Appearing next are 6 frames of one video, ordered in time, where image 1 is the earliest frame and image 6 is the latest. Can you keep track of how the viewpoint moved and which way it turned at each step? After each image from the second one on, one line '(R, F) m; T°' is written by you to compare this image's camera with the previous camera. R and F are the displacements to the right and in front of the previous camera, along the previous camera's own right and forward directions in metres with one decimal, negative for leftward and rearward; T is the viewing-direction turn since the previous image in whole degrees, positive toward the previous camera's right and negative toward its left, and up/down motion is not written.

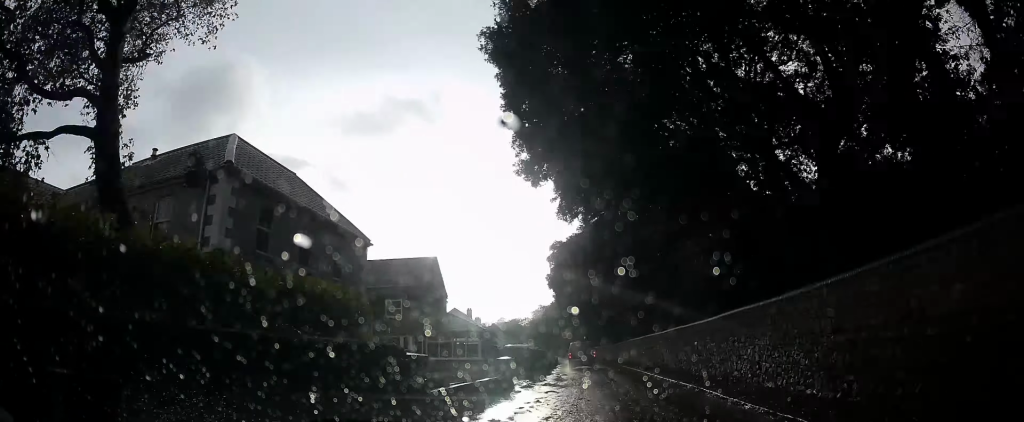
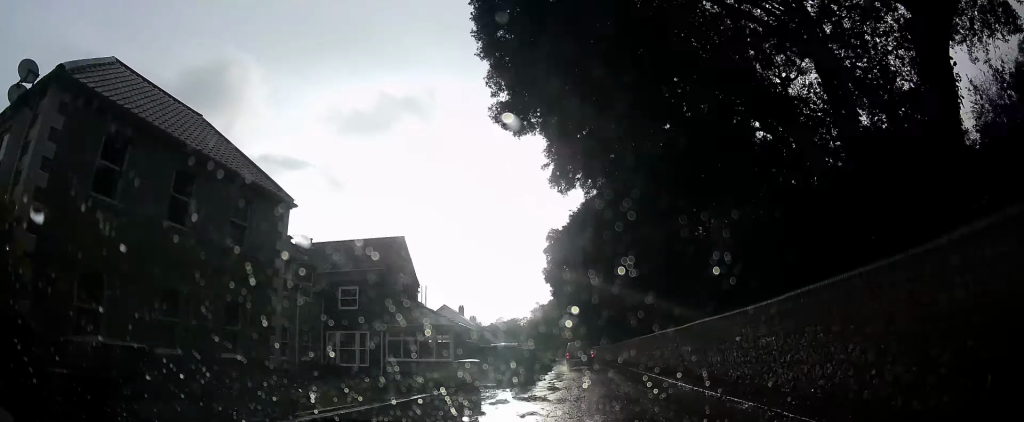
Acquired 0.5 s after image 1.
(0.0, +5.2) m; 0°
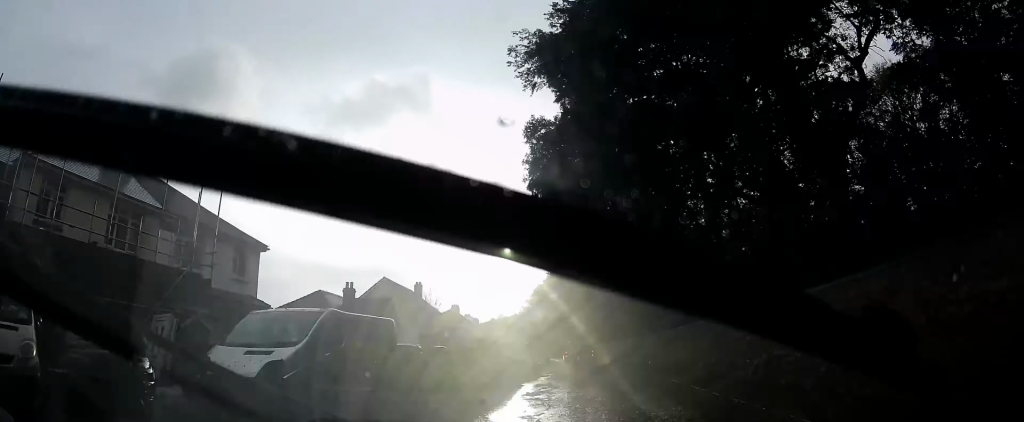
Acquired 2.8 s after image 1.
(+0.8, +22.8) m; +2°
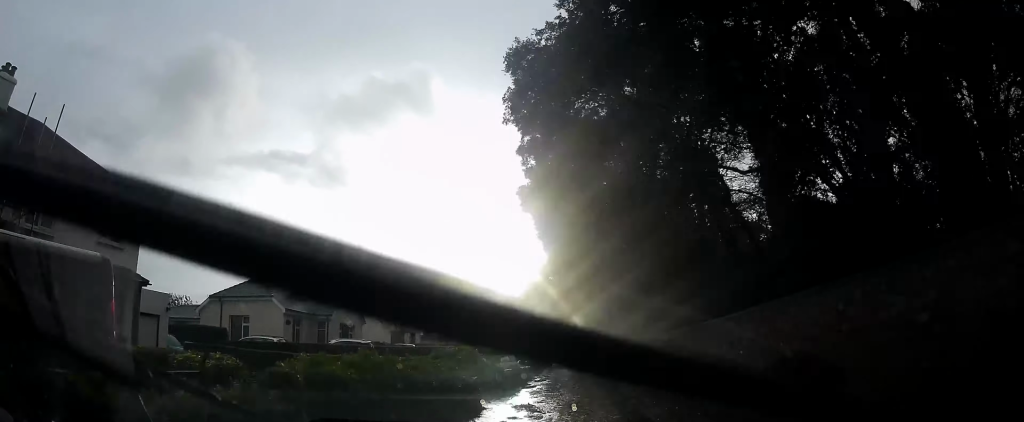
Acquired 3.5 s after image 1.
(-0.1, +7.2) m; -2°
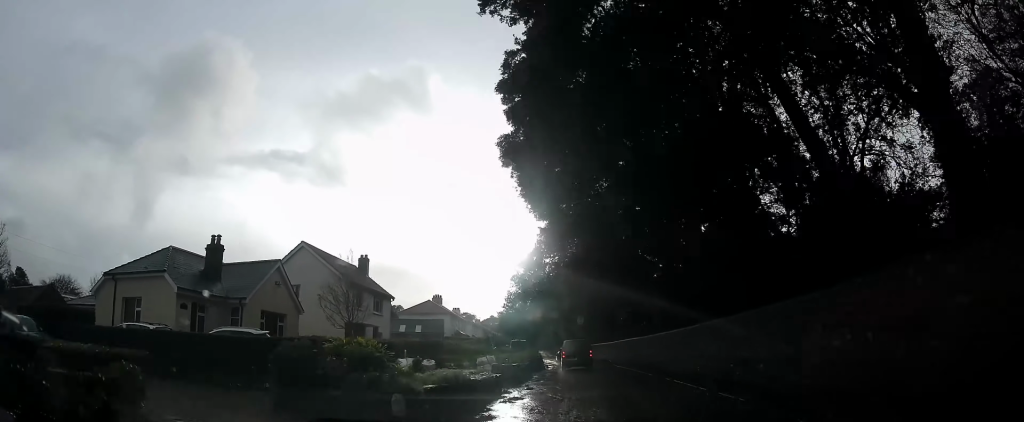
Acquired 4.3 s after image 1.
(-0.5, +8.4) m; -2°
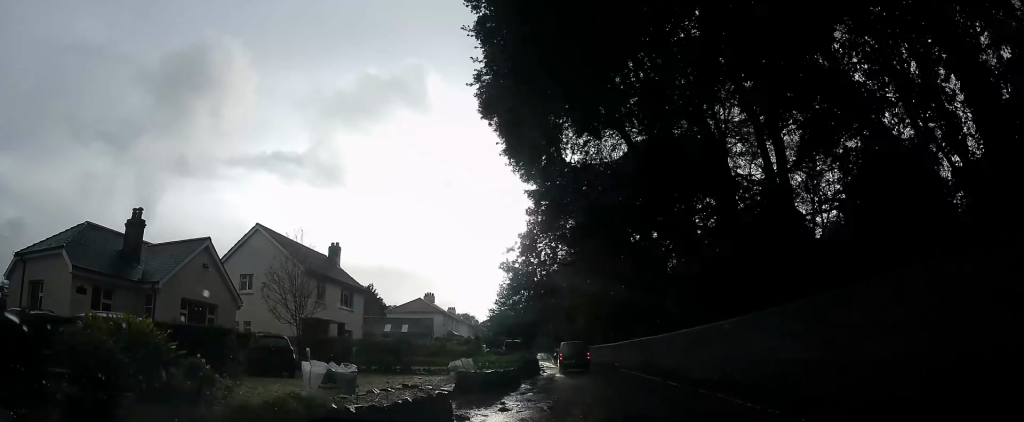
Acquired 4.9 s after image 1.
(+0.2, +5.6) m; 0°
